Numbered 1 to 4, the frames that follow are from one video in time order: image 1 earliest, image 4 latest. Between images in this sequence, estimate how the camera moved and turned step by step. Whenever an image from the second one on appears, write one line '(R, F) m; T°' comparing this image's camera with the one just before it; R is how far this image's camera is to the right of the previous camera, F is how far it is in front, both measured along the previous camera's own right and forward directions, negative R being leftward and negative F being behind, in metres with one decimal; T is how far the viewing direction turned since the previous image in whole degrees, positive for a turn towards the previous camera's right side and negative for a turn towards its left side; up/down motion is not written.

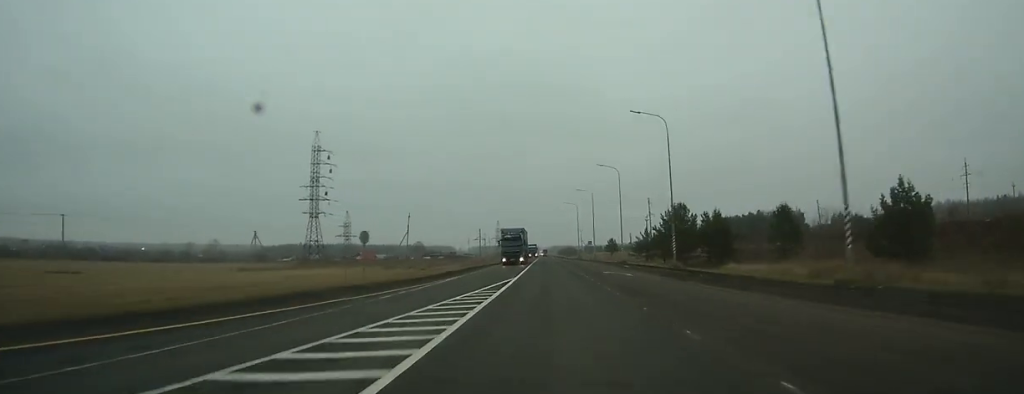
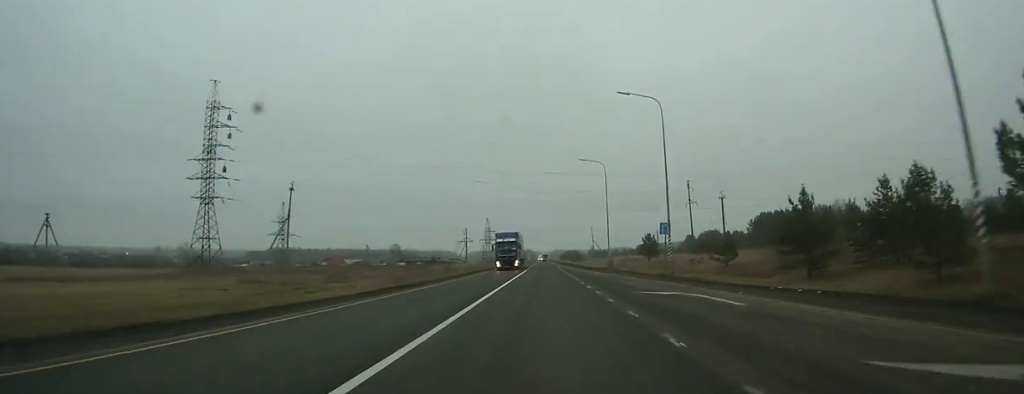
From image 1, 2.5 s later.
(-0.1, +64.3) m; 0°
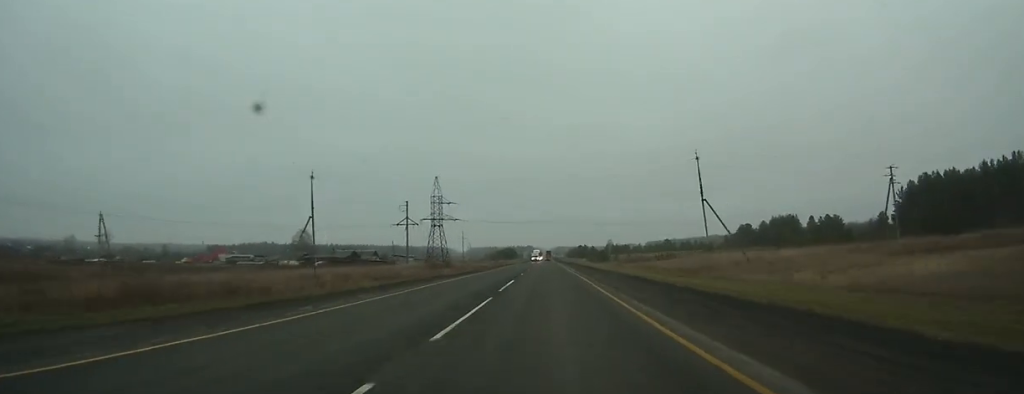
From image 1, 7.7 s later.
(-0.4, +138.3) m; 0°
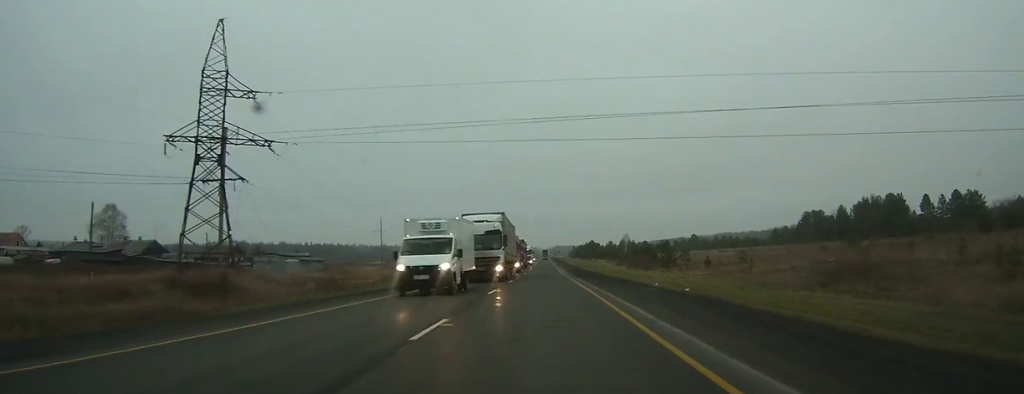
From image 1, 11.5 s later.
(+0.7, +102.1) m; +1°
